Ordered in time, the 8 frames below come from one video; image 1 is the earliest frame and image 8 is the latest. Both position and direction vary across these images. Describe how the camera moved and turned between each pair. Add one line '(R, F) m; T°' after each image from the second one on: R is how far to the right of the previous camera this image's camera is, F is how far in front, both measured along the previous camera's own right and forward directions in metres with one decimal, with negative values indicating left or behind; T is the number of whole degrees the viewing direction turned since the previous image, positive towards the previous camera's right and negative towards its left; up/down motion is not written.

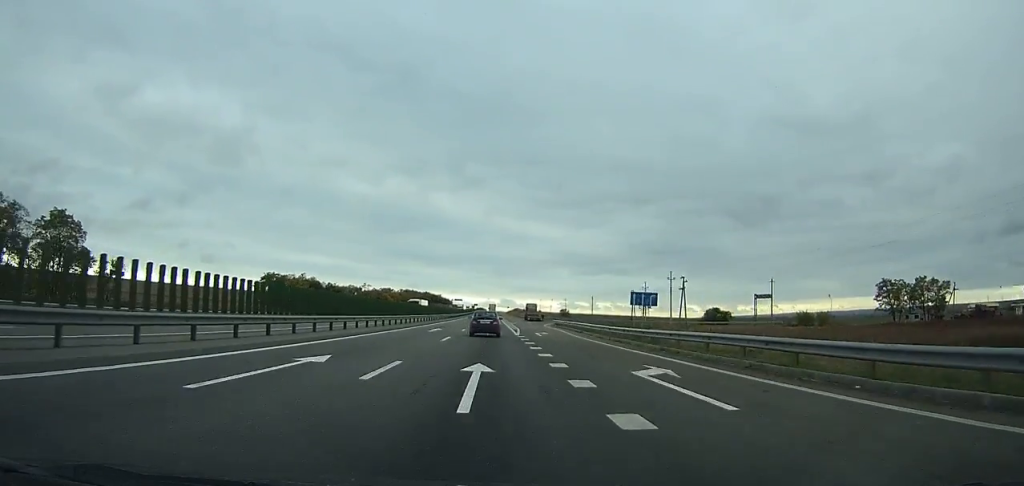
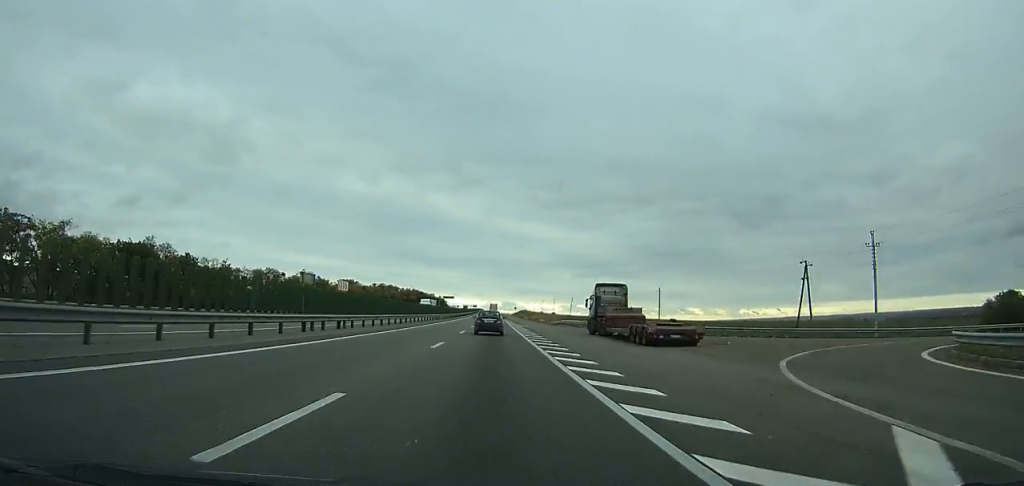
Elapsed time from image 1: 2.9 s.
(-0.2, +87.4) m; 0°
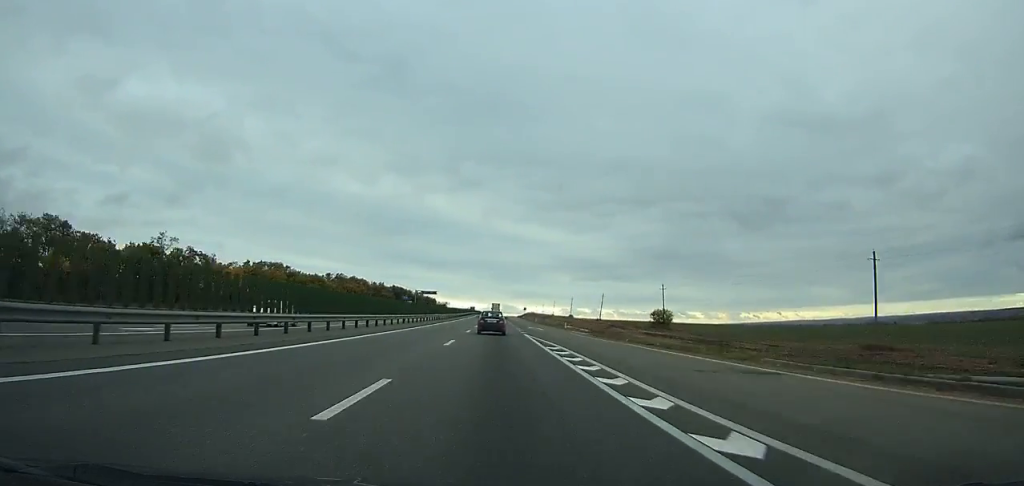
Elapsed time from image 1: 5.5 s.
(-0.1, +79.1) m; 0°
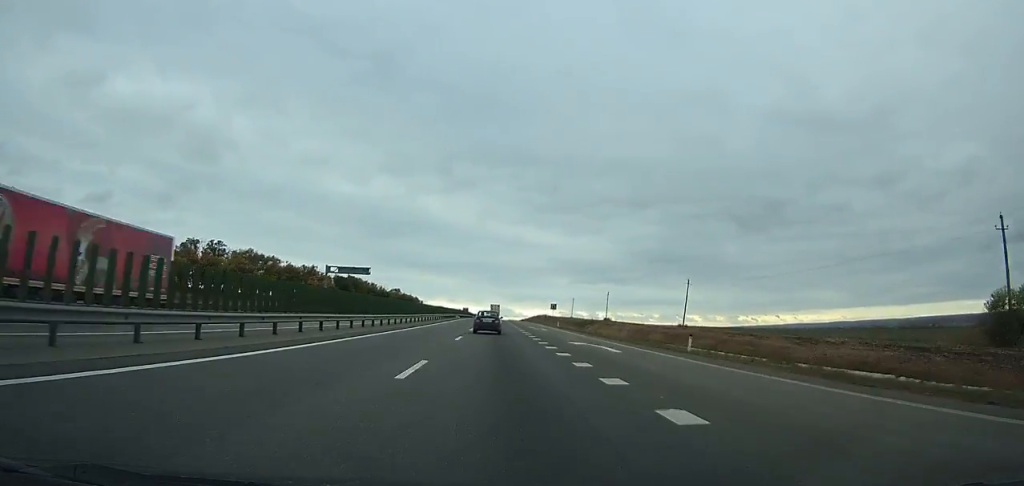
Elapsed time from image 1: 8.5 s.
(0.0, +93.3) m; 0°
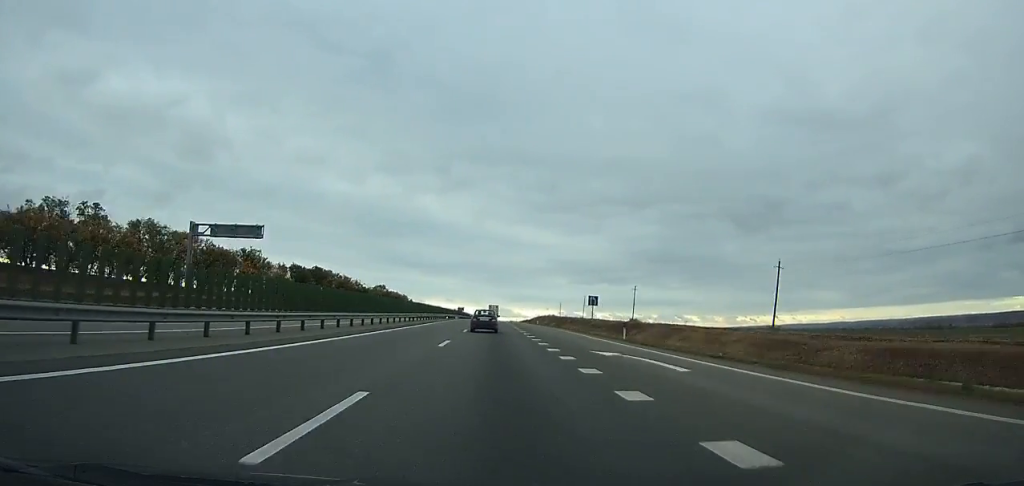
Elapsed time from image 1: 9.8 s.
(0.0, +41.3) m; 0°
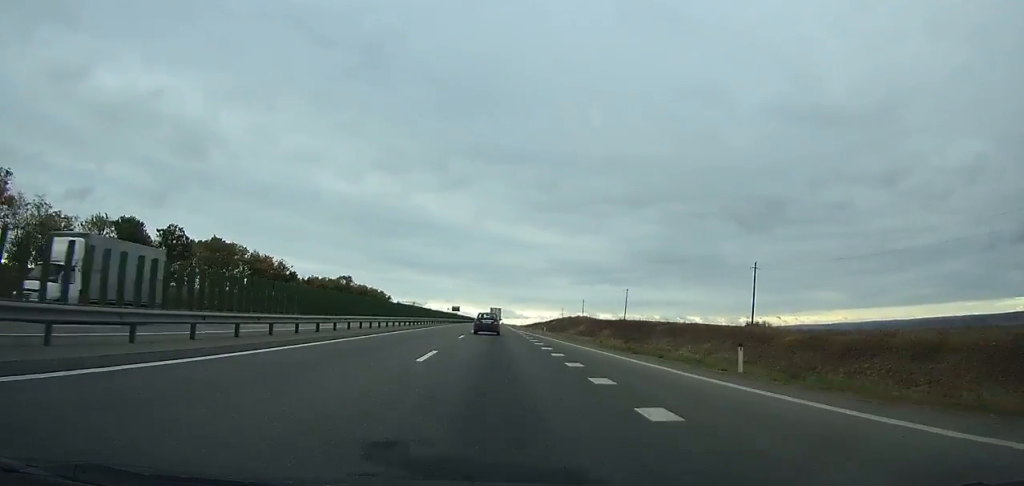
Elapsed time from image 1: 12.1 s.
(0.0, +73.8) m; 0°
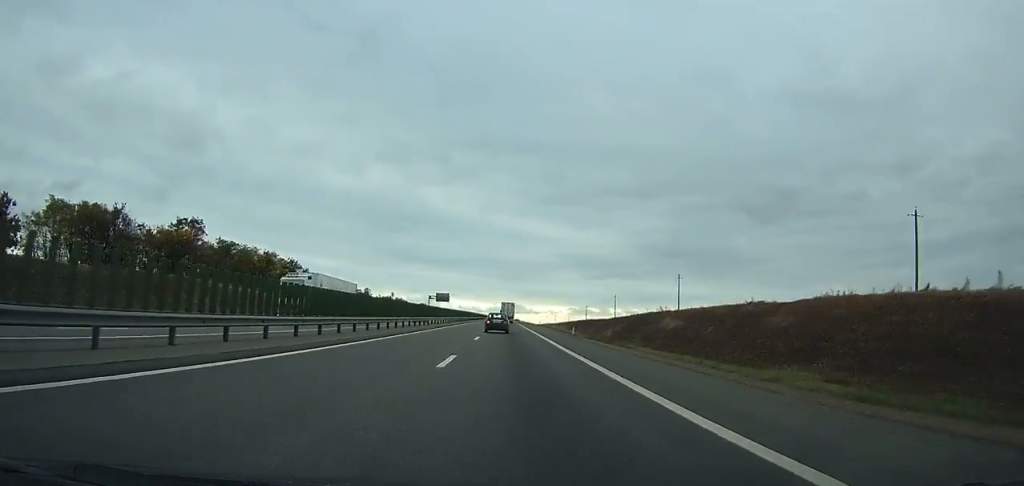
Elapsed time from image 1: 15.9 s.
(-0.2, +119.4) m; 0°
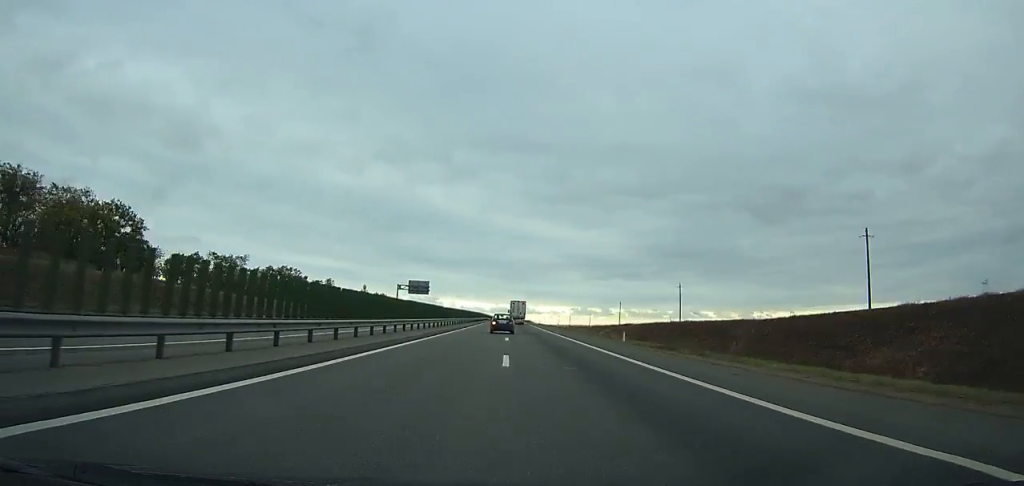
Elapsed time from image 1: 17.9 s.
(-0.1, +60.0) m; 0°
